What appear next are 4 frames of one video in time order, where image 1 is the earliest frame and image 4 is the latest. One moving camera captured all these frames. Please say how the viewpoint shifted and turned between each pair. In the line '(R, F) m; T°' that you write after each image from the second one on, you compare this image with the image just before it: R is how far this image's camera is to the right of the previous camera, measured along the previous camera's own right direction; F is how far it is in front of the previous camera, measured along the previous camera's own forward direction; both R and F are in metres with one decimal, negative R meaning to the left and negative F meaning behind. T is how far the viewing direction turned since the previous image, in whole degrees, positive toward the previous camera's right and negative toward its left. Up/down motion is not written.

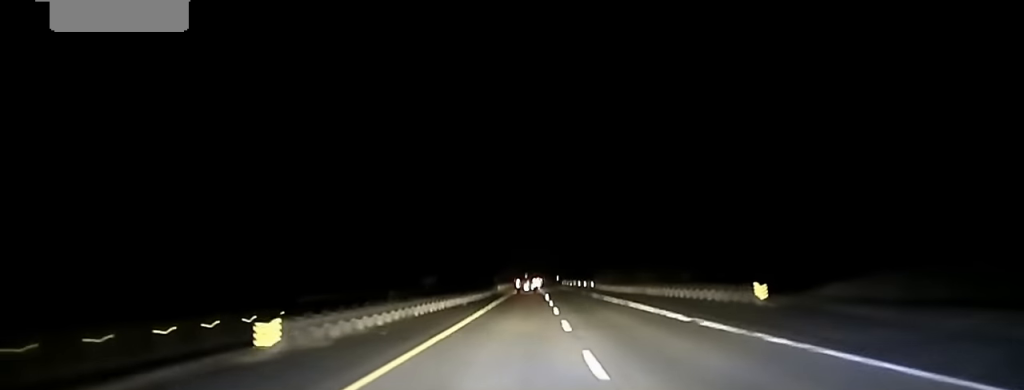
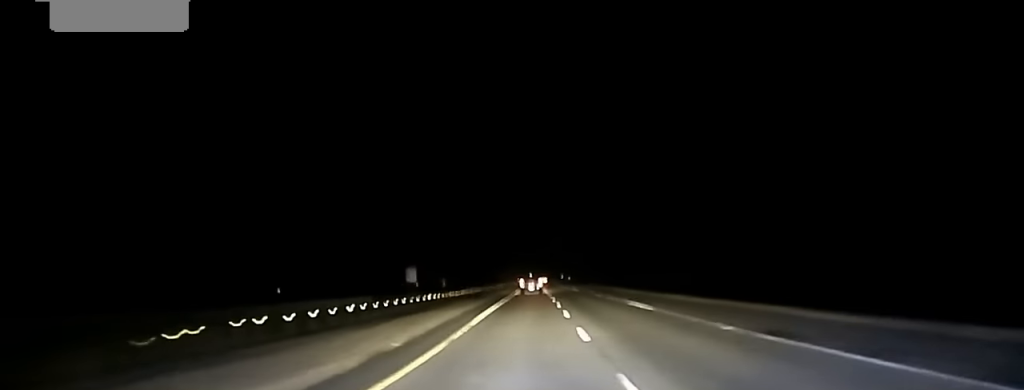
(-1.3, +239.8) m; 0°
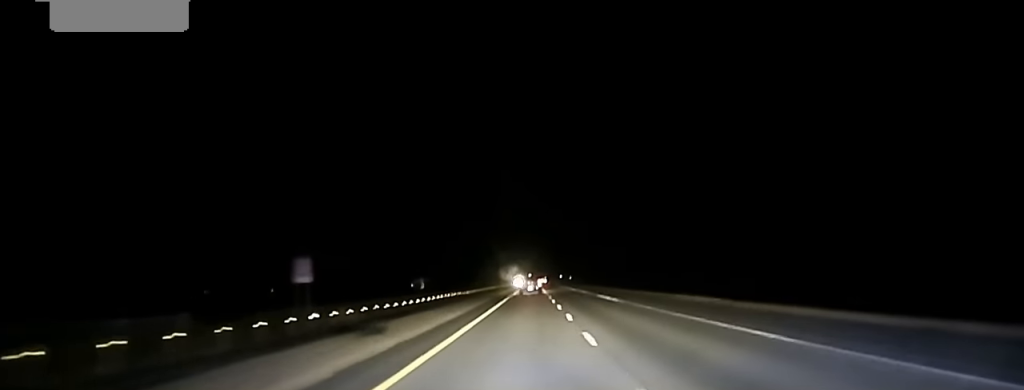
(+0.3, +50.8) m; 0°
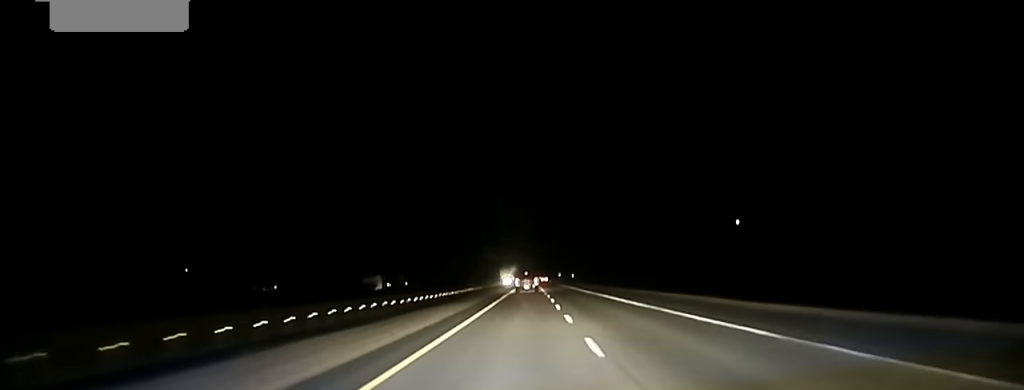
(+0.1, +62.8) m; 0°
